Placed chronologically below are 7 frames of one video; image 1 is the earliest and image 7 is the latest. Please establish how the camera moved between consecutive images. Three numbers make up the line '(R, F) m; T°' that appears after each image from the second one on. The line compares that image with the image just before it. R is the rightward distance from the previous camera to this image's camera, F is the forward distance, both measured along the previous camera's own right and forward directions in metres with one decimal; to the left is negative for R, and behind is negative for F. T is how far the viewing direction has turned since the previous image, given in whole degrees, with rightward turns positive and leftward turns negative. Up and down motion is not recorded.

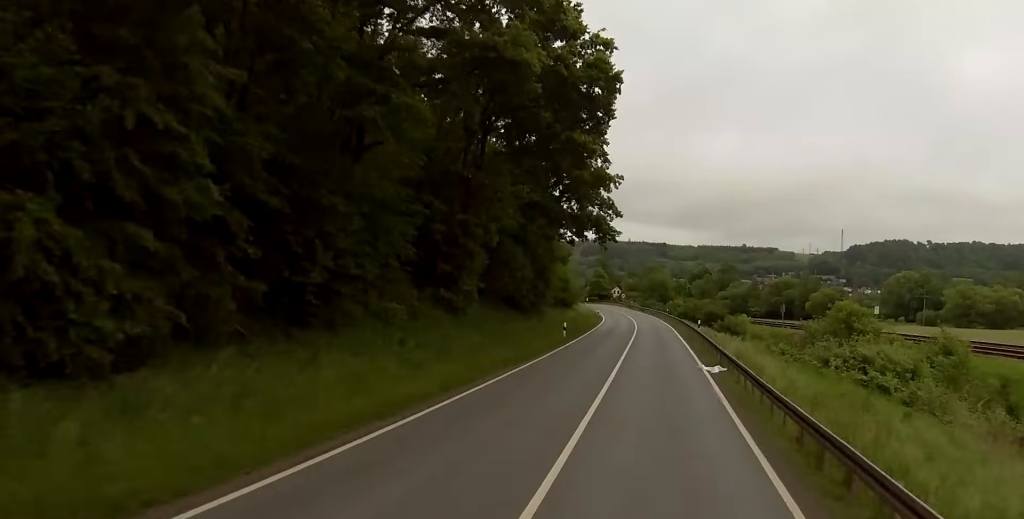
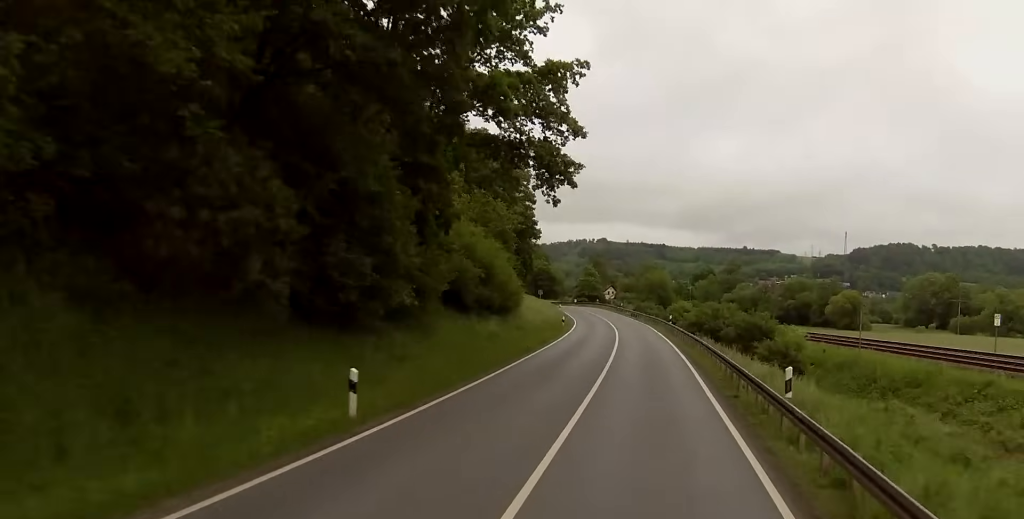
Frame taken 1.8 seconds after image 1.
(-1.1, +36.0) m; -2°
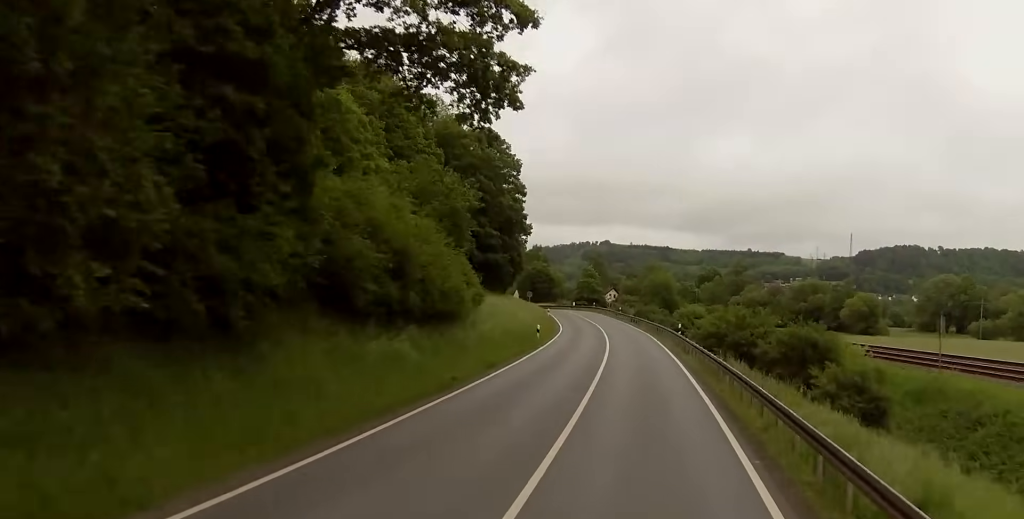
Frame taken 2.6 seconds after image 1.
(+0.1, +15.6) m; 0°
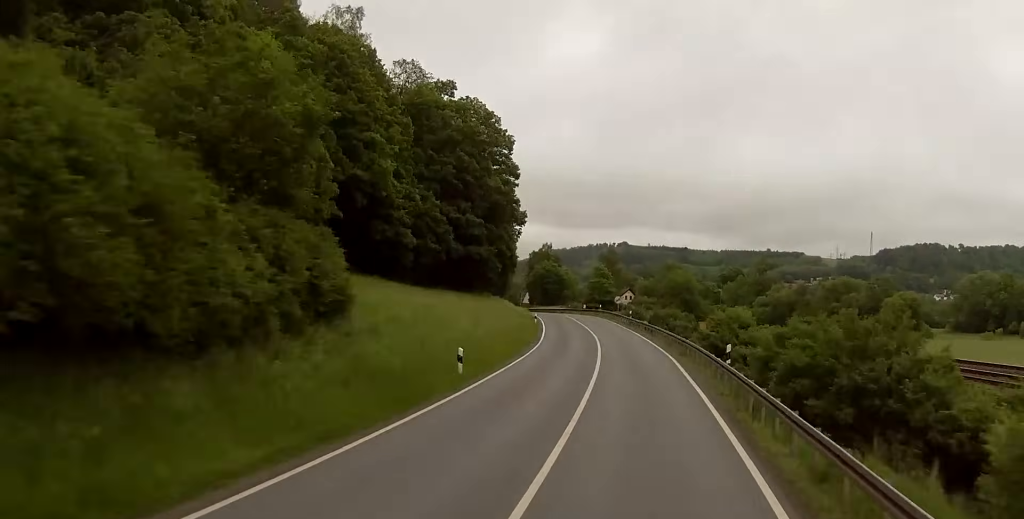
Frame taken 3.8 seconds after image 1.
(0.0, +23.6) m; -1°
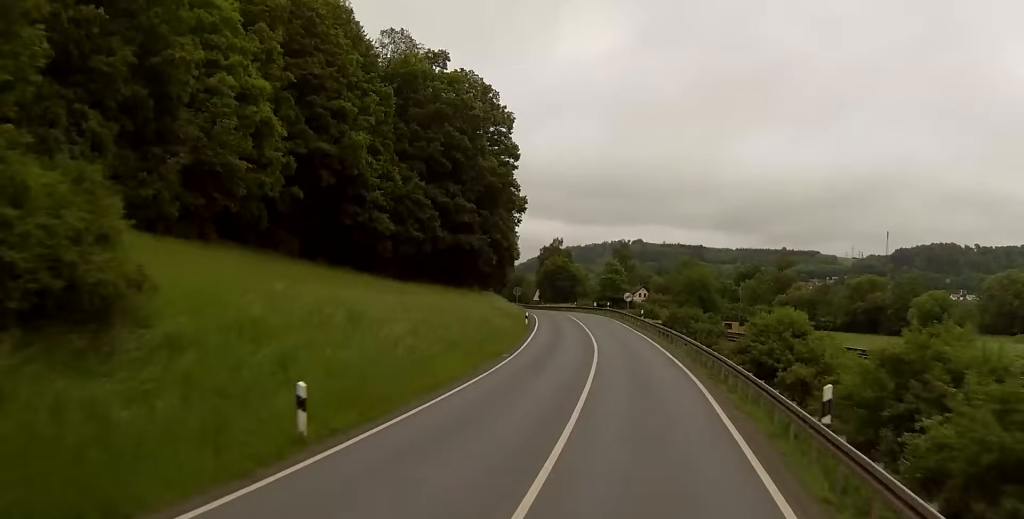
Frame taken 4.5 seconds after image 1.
(-0.1, +13.1) m; -1°
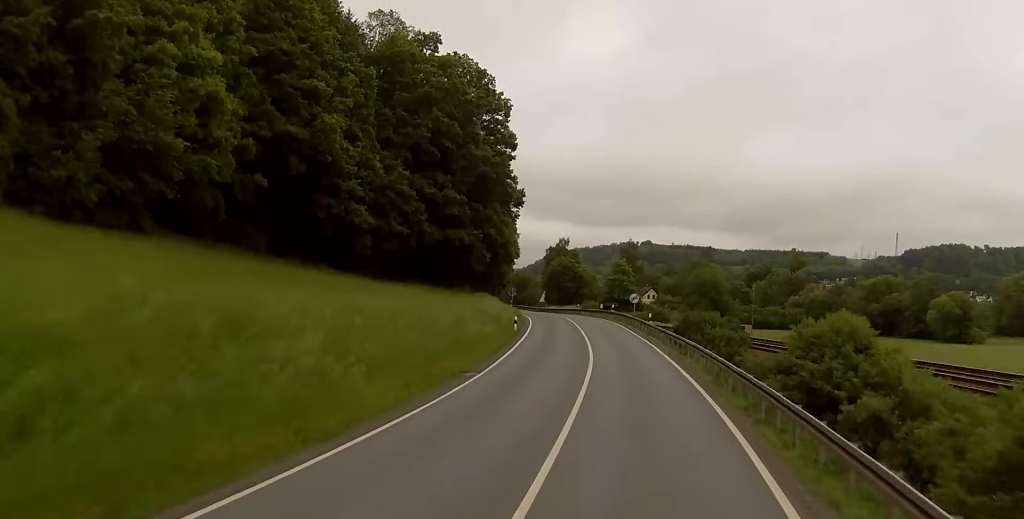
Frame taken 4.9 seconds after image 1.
(0.0, +8.5) m; 0°
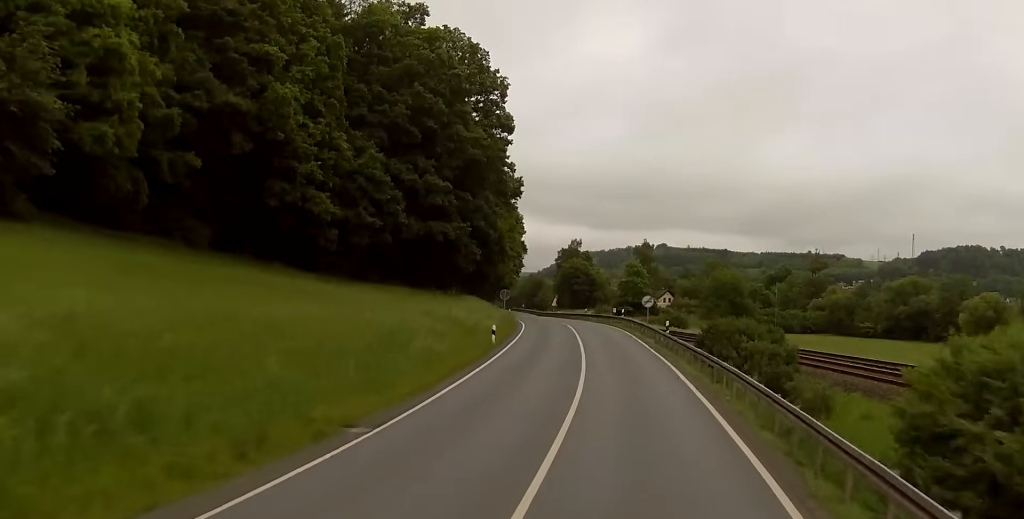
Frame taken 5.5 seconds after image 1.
(0.0, +11.8) m; -1°
